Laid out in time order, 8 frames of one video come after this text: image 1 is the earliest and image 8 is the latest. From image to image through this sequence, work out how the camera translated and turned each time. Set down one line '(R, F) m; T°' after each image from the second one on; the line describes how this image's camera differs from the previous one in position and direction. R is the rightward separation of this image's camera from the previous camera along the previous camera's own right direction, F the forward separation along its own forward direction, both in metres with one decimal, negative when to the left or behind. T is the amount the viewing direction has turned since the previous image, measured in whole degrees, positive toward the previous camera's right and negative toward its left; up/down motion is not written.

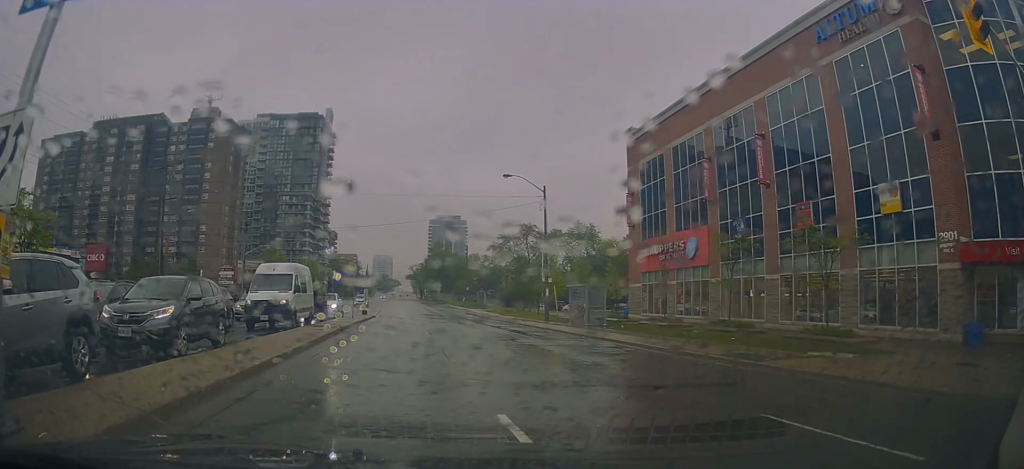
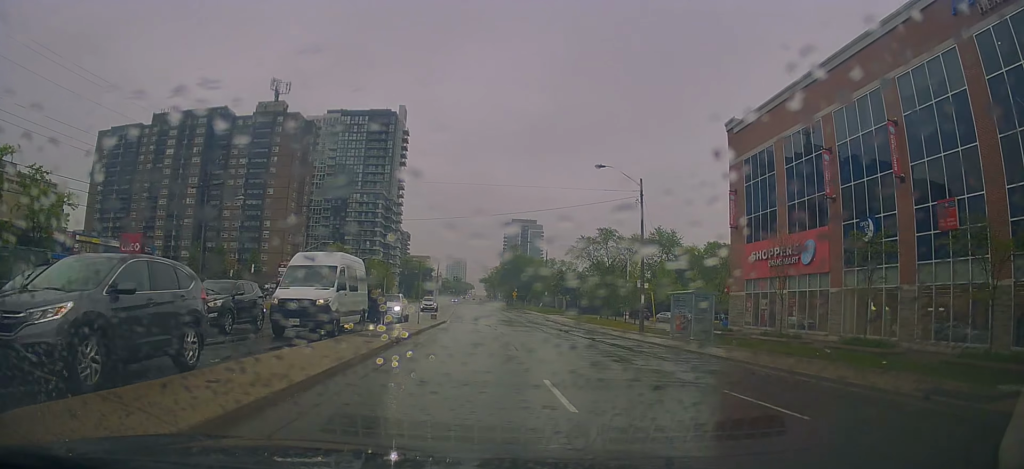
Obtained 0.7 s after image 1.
(-0.5, +5.6) m; -6°
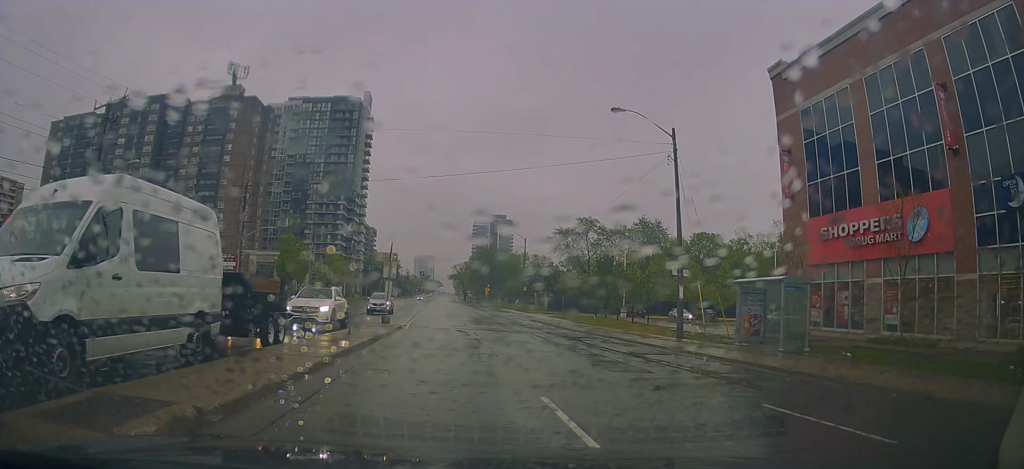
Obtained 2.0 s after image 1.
(-0.4, +11.4) m; -2°
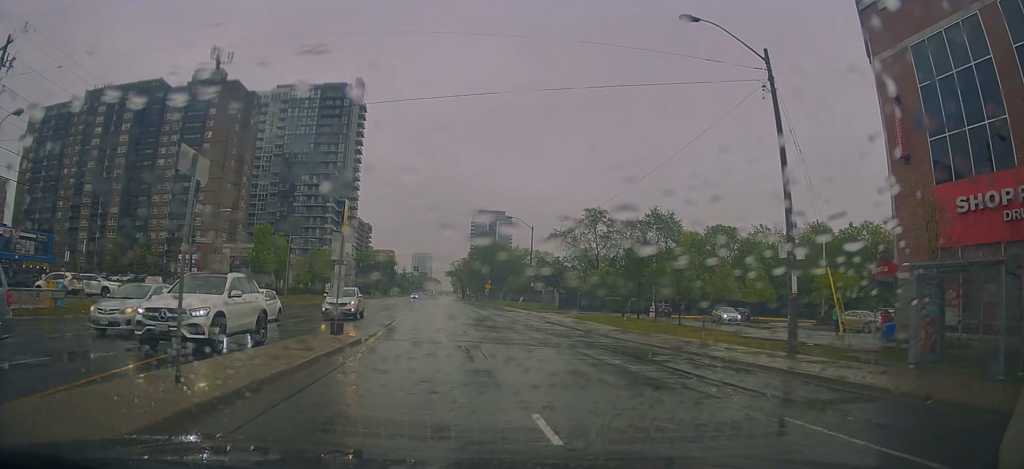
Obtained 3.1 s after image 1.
(+0.3, +10.2) m; +2°
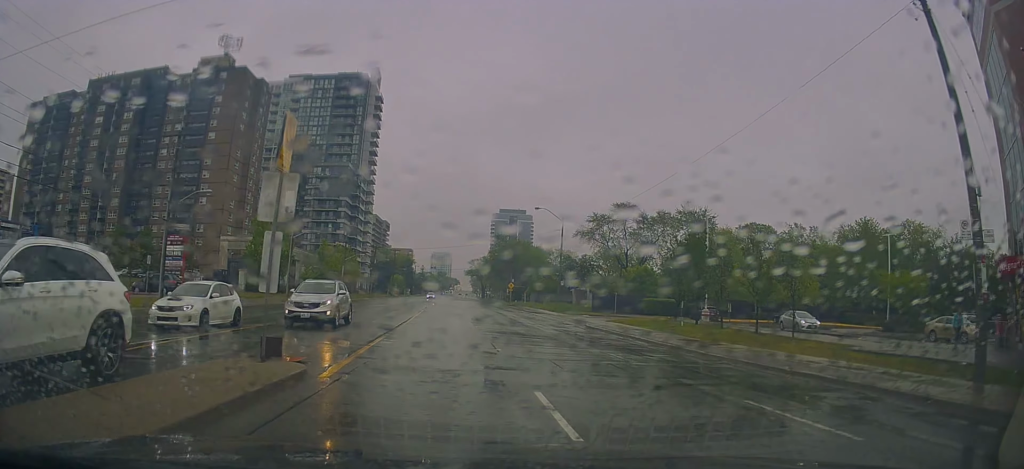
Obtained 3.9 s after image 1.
(0.0, +7.5) m; 0°
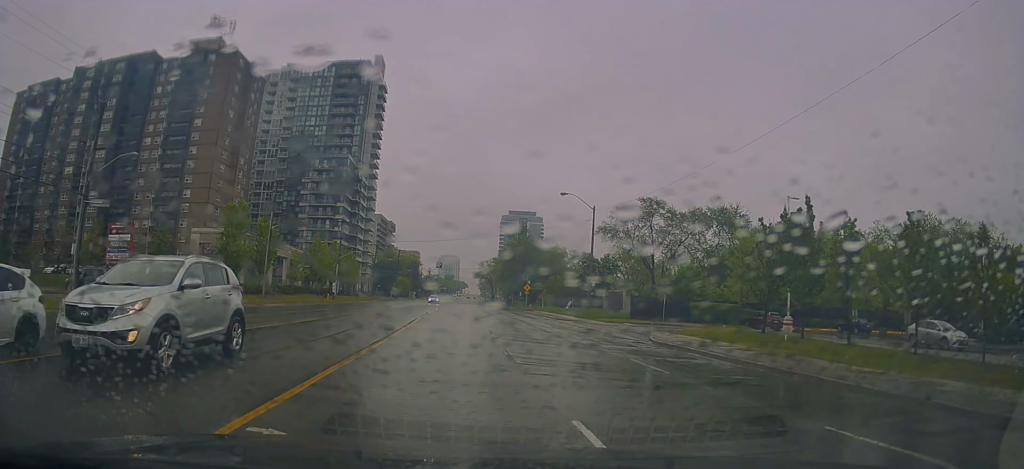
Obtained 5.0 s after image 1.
(-0.3, +10.9) m; -1°
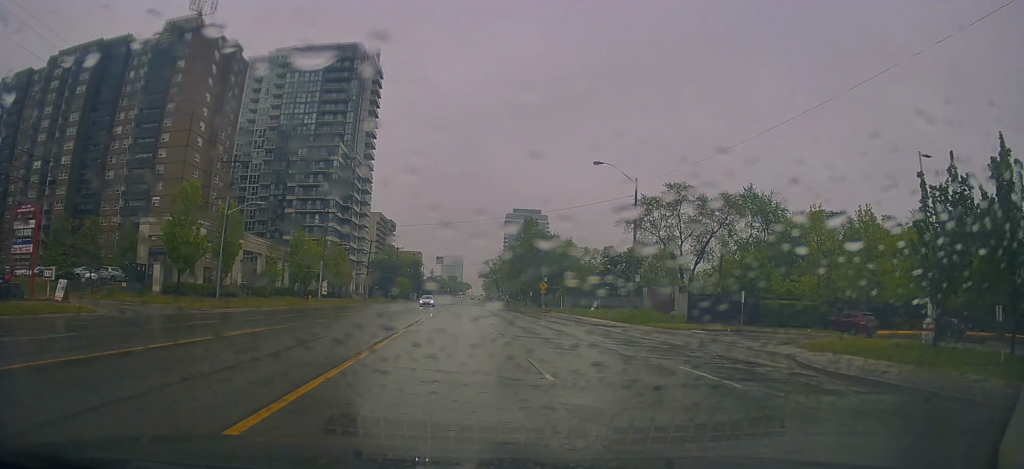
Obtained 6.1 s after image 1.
(0.0, +12.1) m; 0°
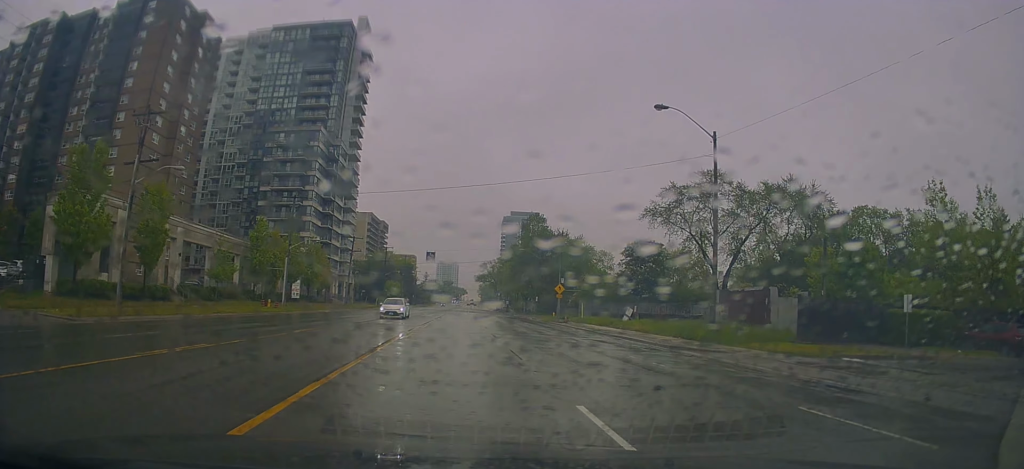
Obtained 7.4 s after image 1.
(+0.1, +14.2) m; -5°
